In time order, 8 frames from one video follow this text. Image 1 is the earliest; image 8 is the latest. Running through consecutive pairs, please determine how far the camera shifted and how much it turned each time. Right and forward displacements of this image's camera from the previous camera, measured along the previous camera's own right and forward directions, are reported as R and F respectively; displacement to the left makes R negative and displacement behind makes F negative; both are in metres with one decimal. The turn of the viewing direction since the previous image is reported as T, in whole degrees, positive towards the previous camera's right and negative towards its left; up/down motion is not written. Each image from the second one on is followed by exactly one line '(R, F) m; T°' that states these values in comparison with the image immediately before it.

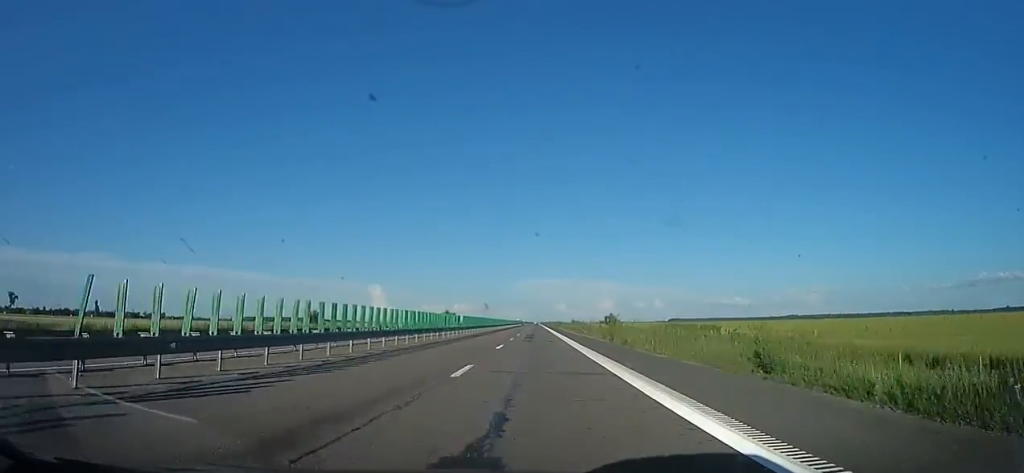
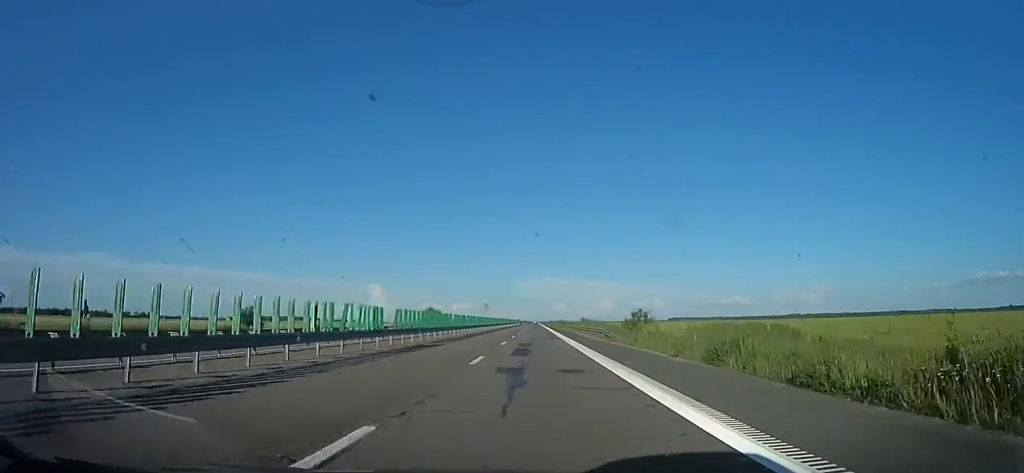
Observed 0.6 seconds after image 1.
(0.0, +20.9) m; -1°
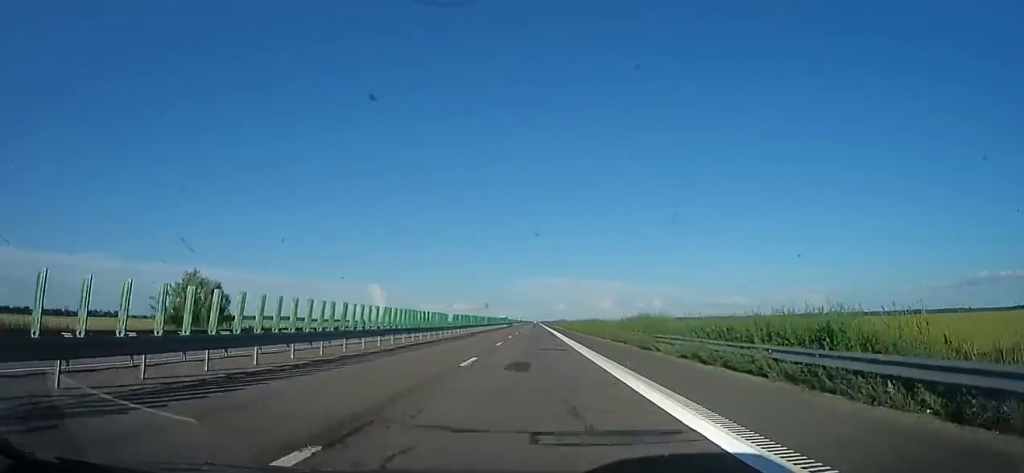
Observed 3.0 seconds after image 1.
(-1.0, +85.5) m; +1°
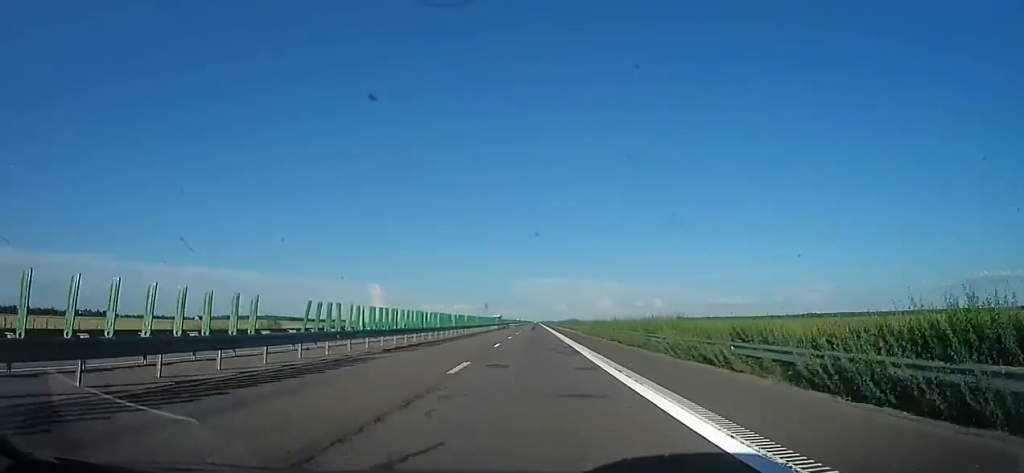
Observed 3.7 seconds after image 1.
(0.0, +25.4) m; 0°
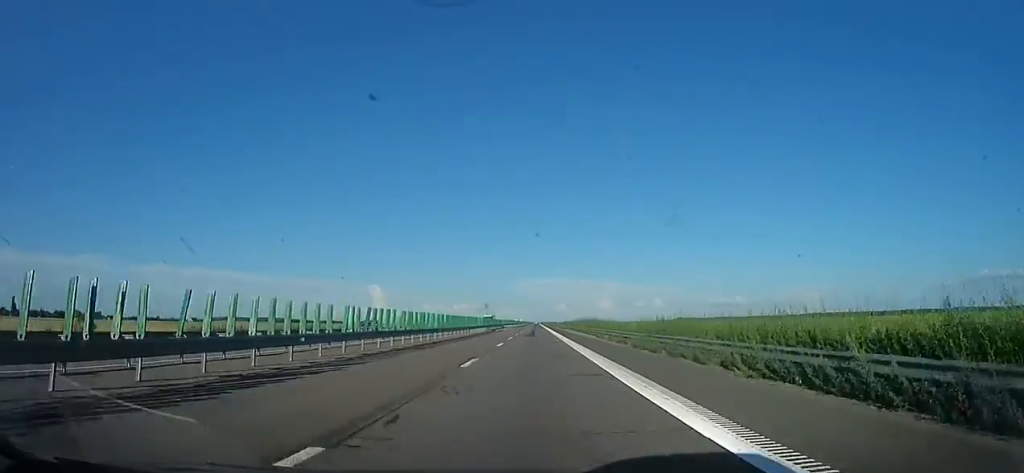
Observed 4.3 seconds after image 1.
(0.0, +22.4) m; 0°
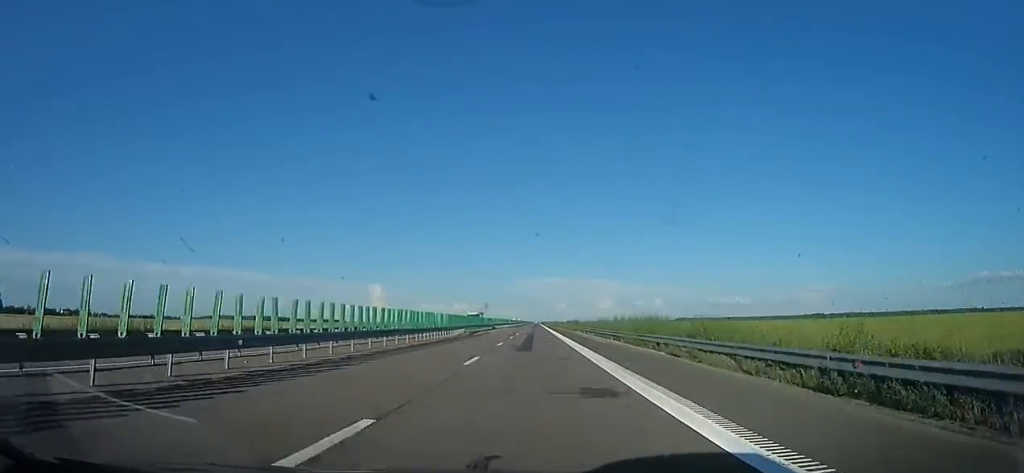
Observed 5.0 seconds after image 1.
(0.0, +23.0) m; 0°
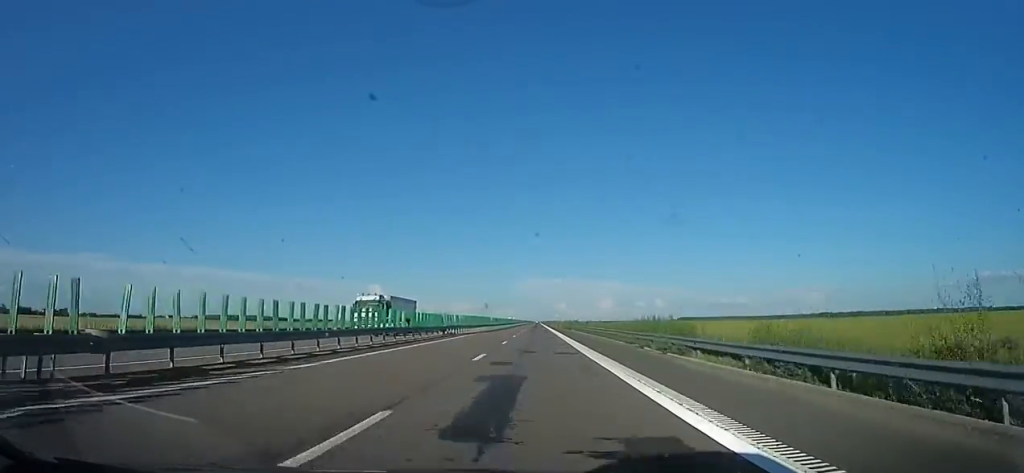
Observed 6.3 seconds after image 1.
(0.0, +46.6) m; 0°
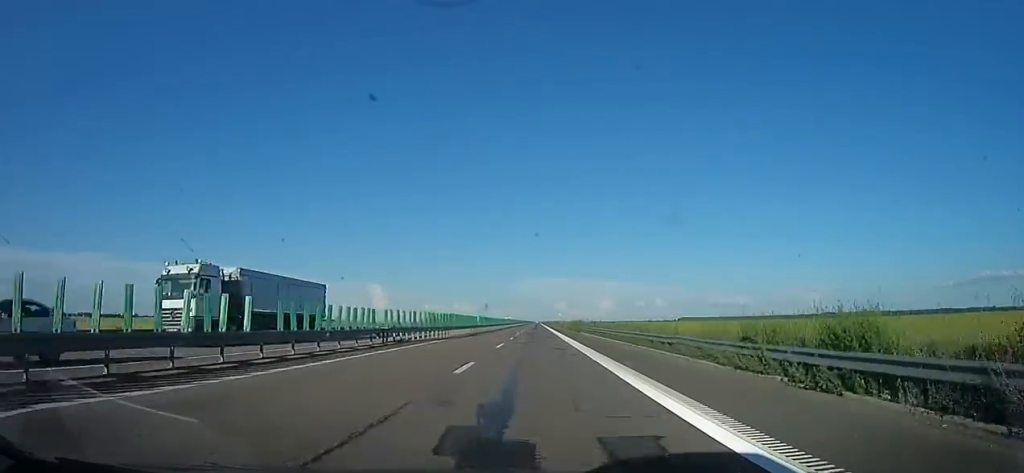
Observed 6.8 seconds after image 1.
(0.0, +15.9) m; 0°
